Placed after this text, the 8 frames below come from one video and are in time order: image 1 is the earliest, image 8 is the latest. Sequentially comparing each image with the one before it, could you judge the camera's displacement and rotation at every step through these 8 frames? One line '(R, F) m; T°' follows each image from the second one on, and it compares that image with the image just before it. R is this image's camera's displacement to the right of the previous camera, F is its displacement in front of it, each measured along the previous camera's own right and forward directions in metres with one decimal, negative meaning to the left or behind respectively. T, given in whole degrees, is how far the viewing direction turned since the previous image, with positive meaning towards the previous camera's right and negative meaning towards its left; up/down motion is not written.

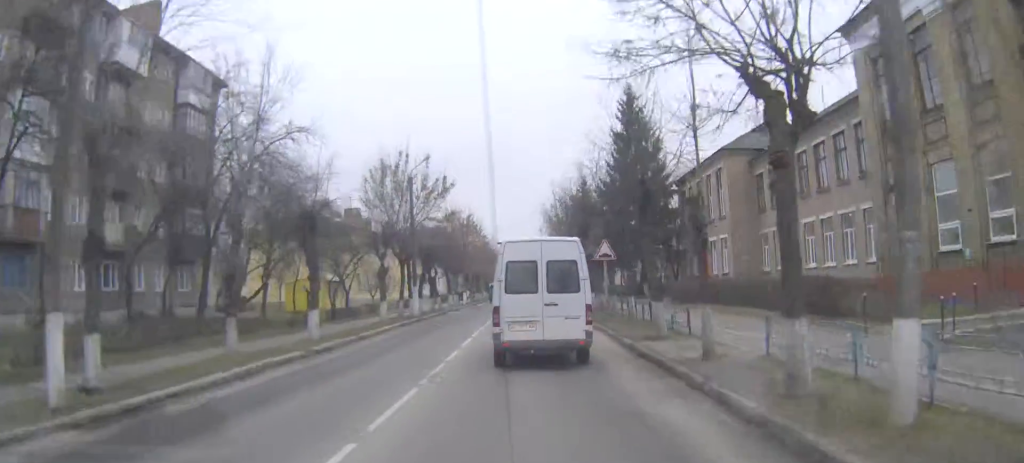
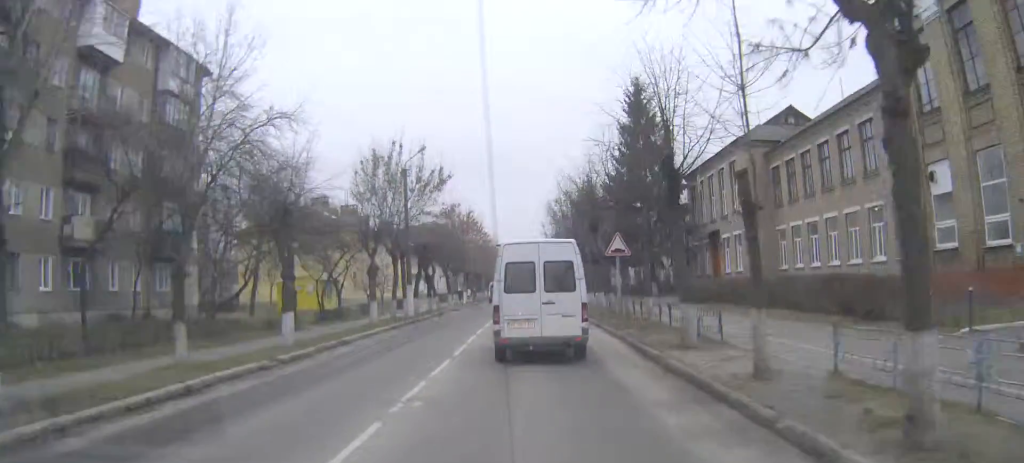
(0.0, +2.9) m; 0°
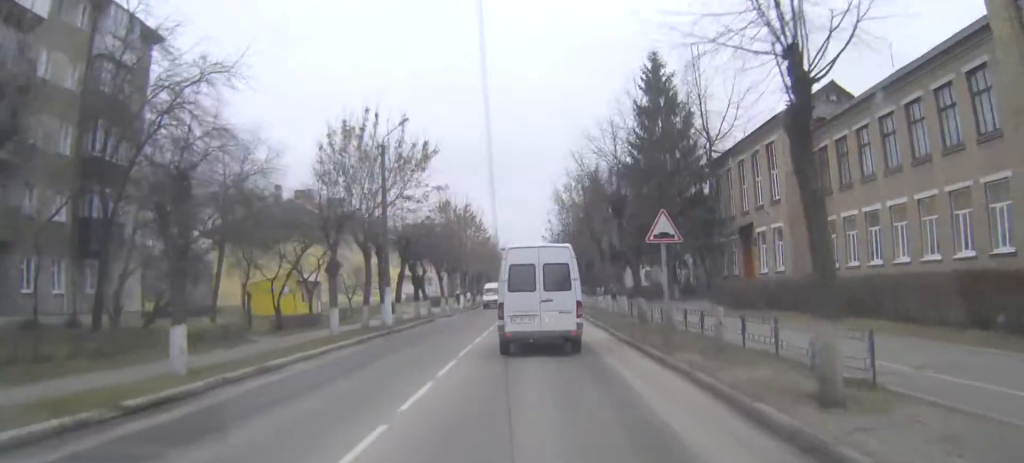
(0.0, +7.4) m; 0°
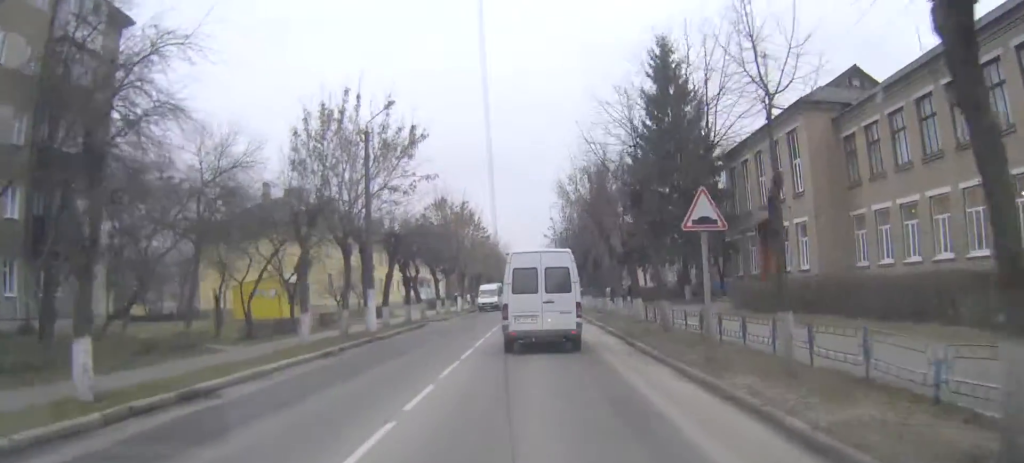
(0.0, +3.7) m; 0°
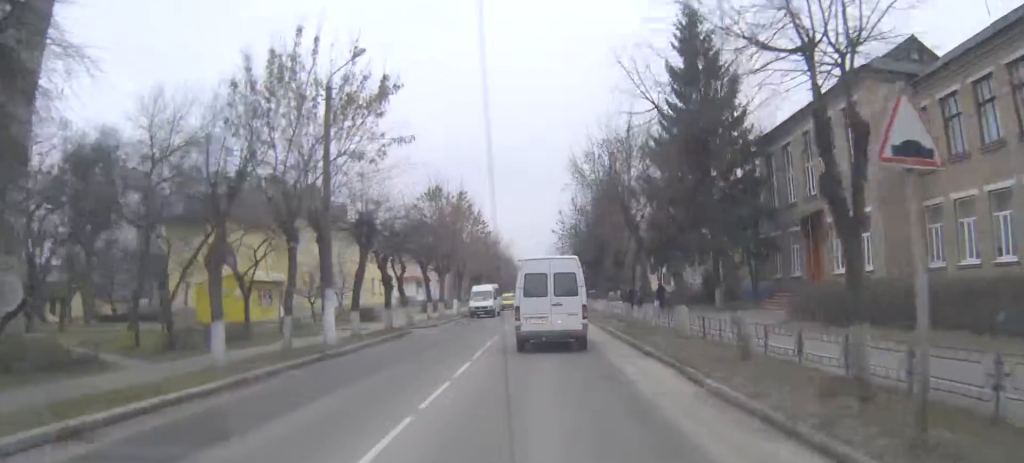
(0.0, +7.0) m; 0°
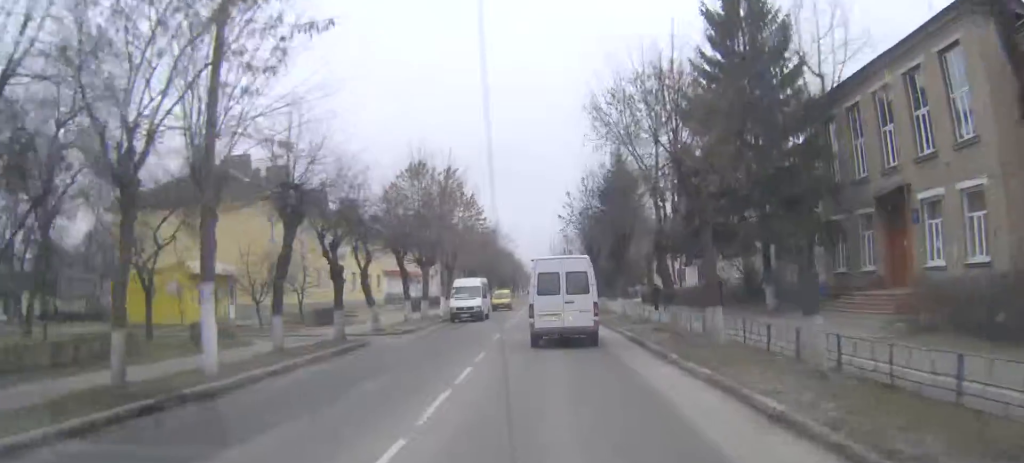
(0.0, +9.0) m; 0°
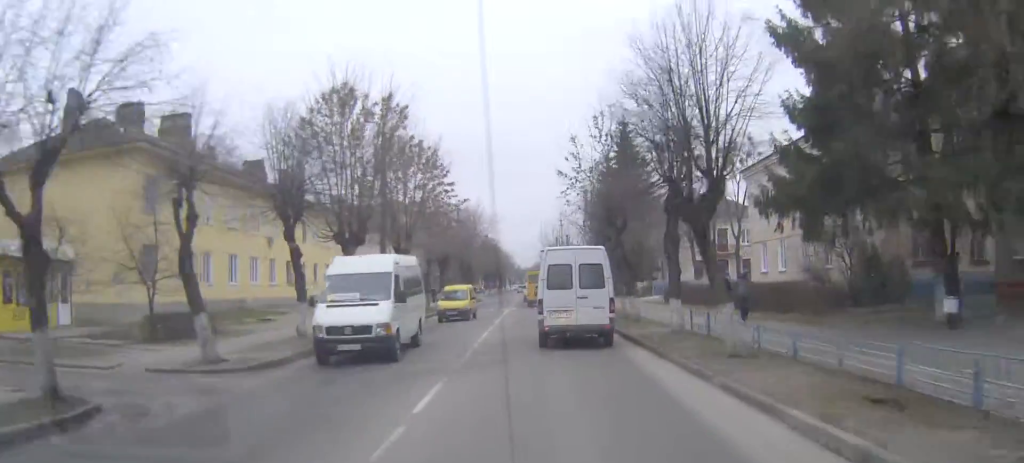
(+0.1, +15.9) m; +1°
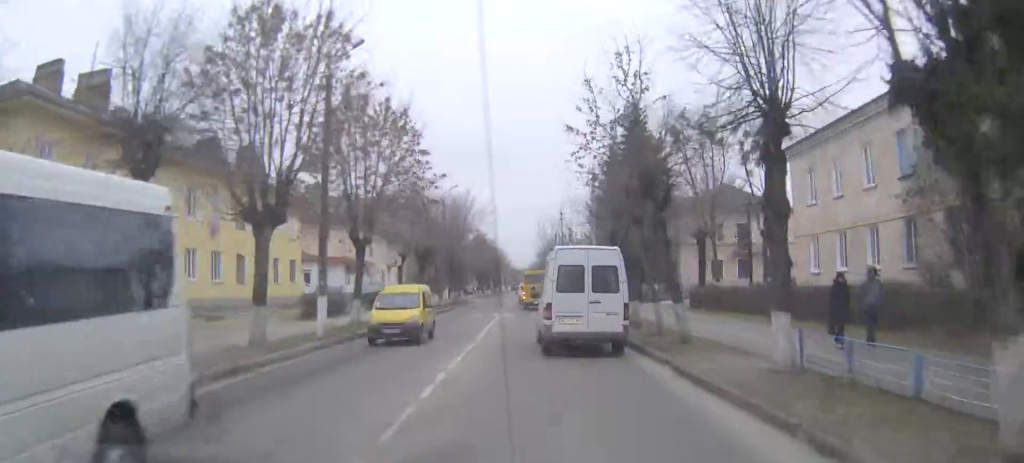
(0.0, +9.4) m; 0°
